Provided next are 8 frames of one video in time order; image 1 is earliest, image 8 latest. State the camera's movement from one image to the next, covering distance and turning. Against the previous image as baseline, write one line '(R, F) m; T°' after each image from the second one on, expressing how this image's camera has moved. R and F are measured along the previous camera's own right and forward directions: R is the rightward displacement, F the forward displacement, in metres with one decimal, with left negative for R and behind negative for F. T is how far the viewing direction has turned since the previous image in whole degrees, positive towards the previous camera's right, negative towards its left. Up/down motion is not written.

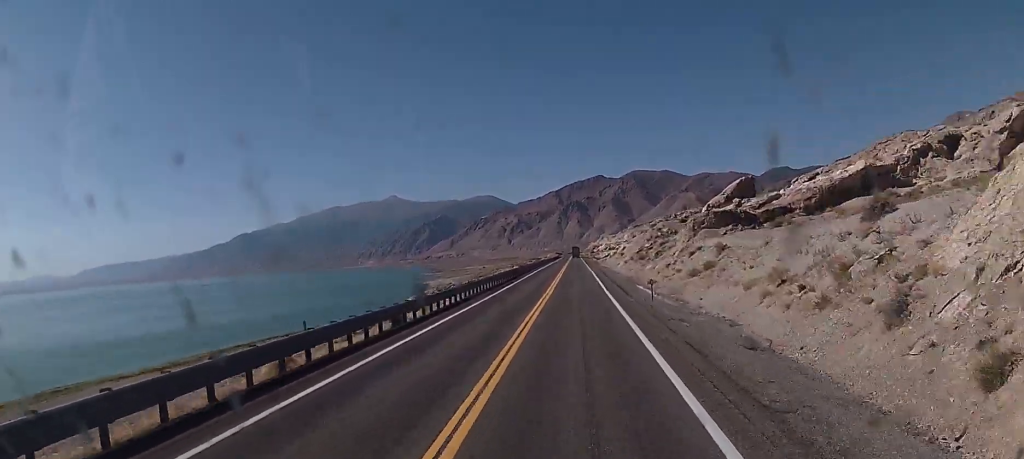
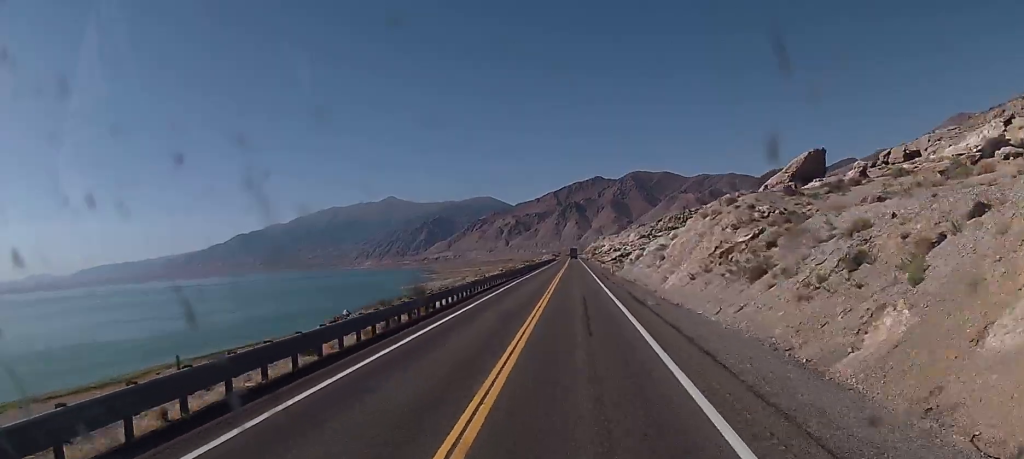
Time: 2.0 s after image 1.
(-0.1, +48.3) m; 0°
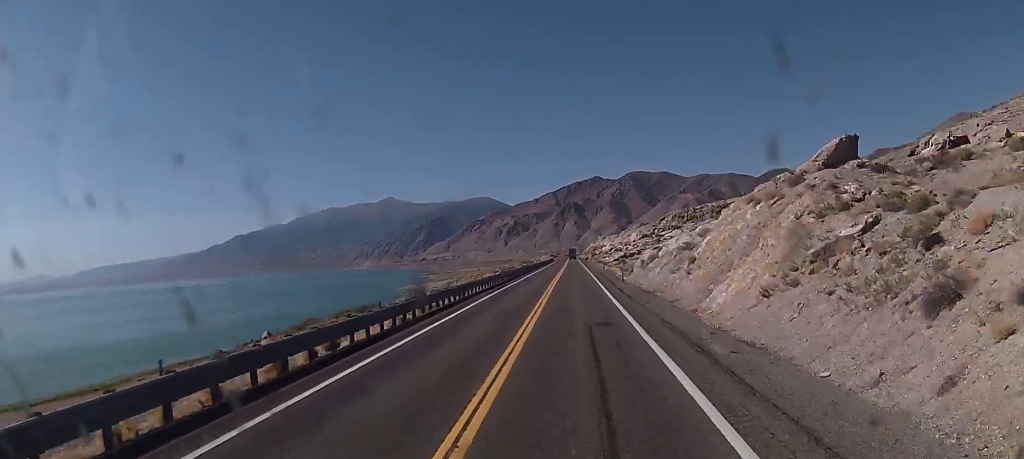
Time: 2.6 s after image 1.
(0.0, +14.5) m; 0°
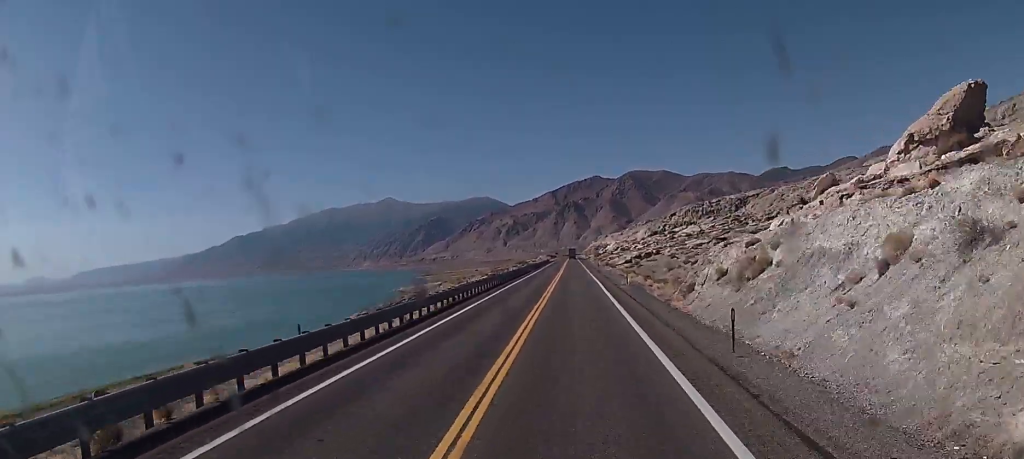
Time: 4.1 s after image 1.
(0.0, +38.0) m; 0°
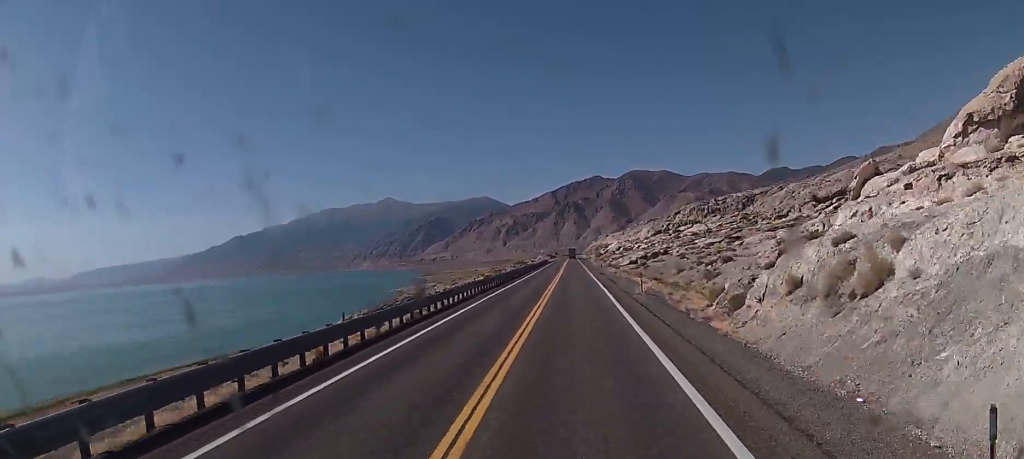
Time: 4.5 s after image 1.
(0.0, +12.2) m; 0°
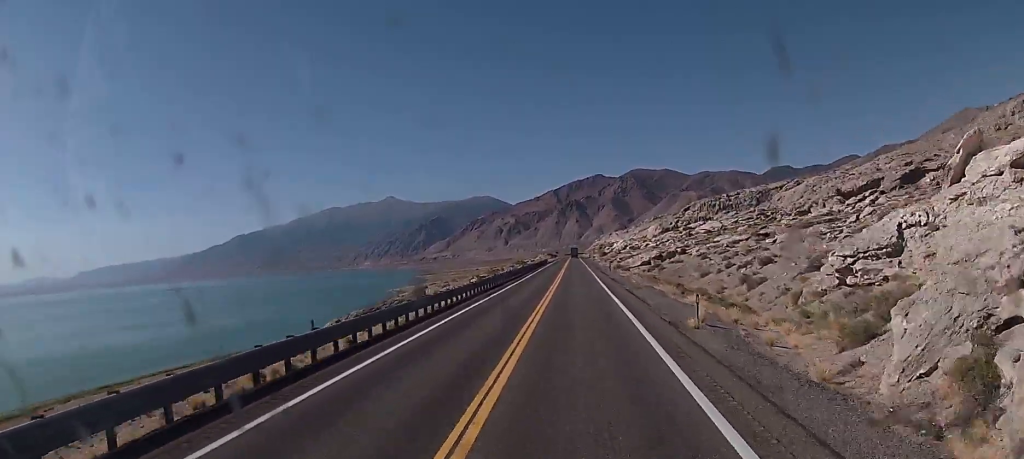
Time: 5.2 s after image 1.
(0.0, +19.7) m; 0°
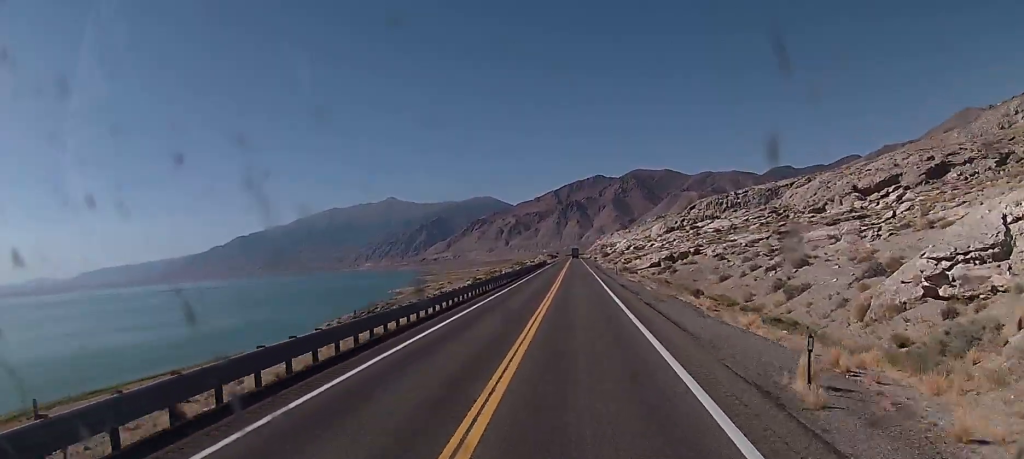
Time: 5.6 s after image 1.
(0.0, +12.2) m; 0°
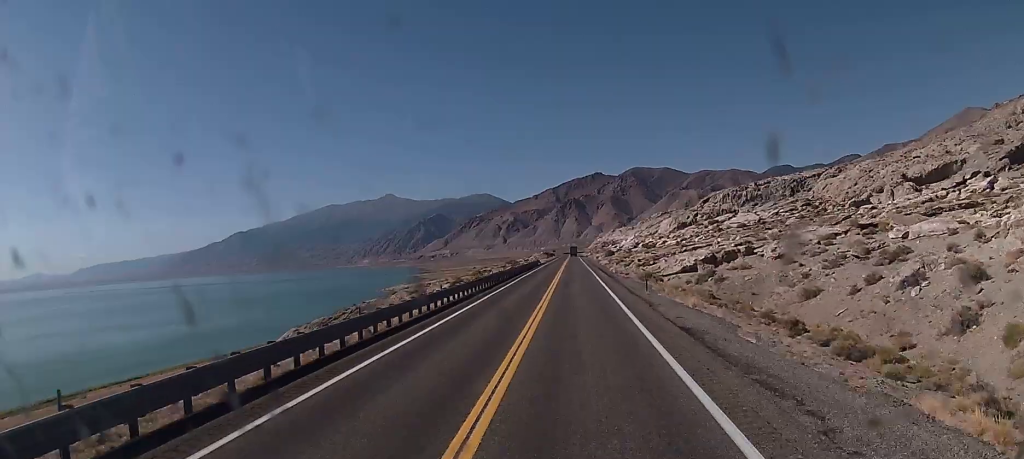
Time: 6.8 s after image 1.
(0.0, +31.8) m; 0°
